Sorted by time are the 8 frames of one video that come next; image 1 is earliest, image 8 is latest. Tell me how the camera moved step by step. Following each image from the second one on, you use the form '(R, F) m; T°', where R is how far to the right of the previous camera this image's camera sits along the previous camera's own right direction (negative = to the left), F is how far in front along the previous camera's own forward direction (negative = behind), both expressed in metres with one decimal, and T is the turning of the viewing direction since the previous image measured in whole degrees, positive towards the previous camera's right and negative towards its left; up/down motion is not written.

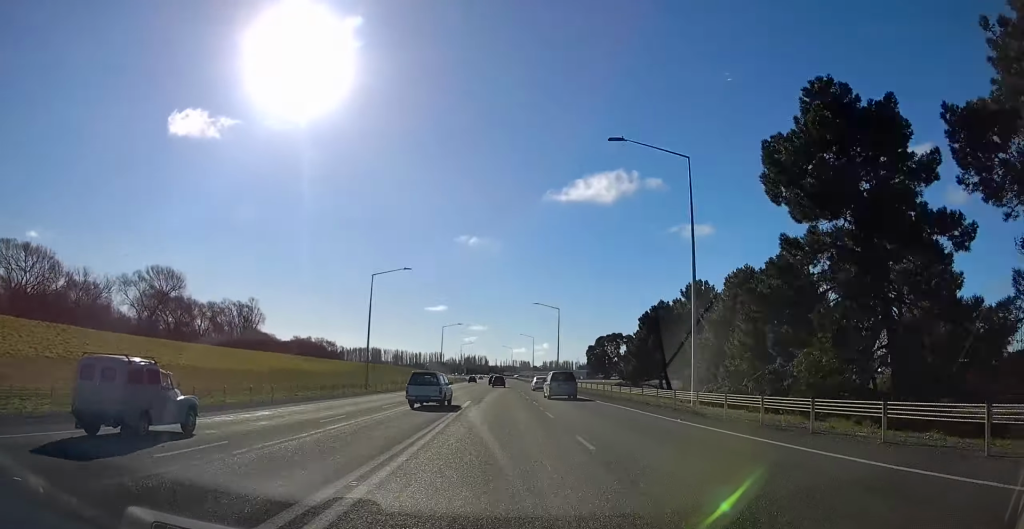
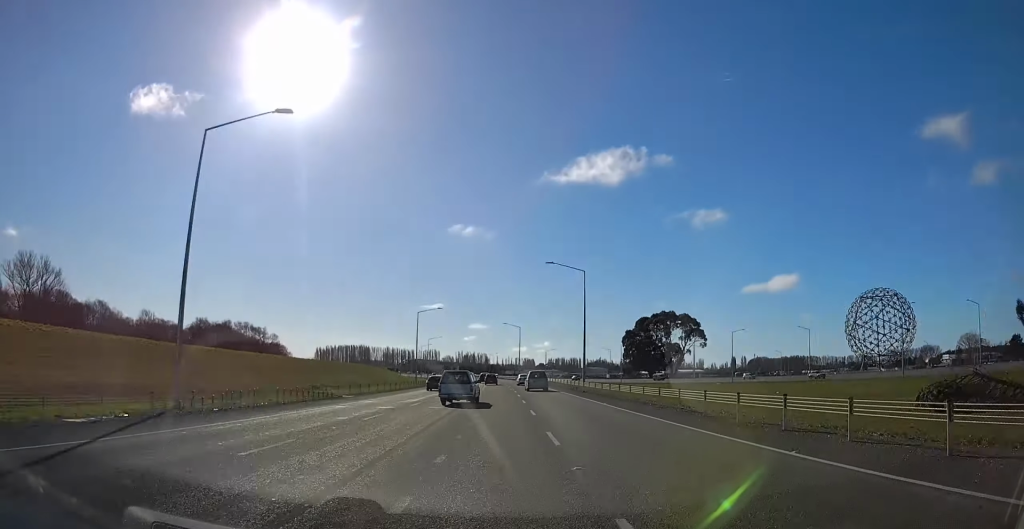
(+0.4, +110.1) m; -1°
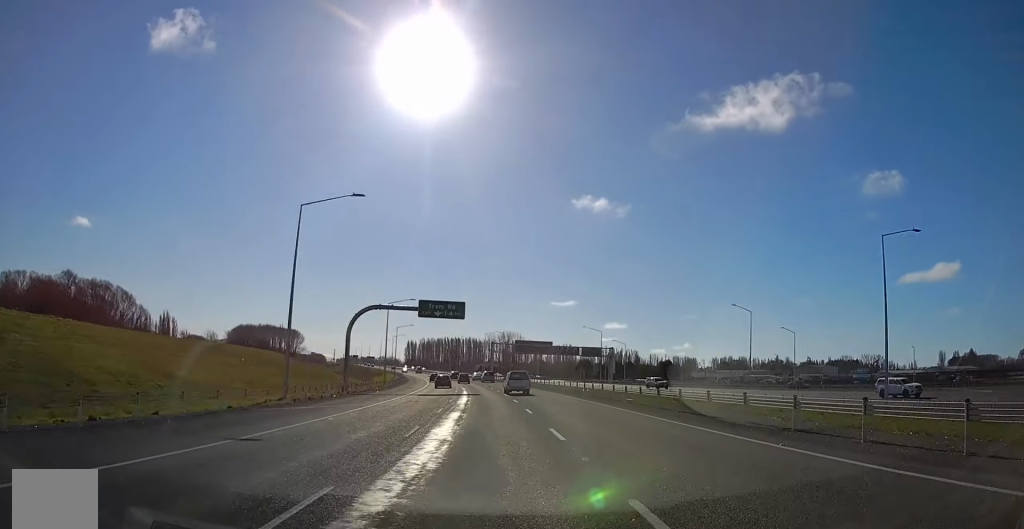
(-23.6, +258.4) m; -13°
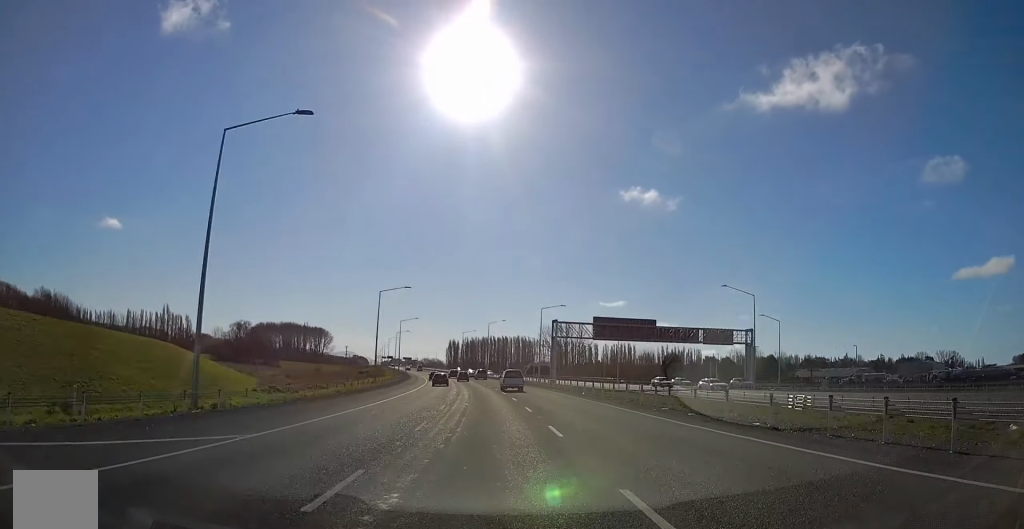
(-3.0, +69.2) m; -4°
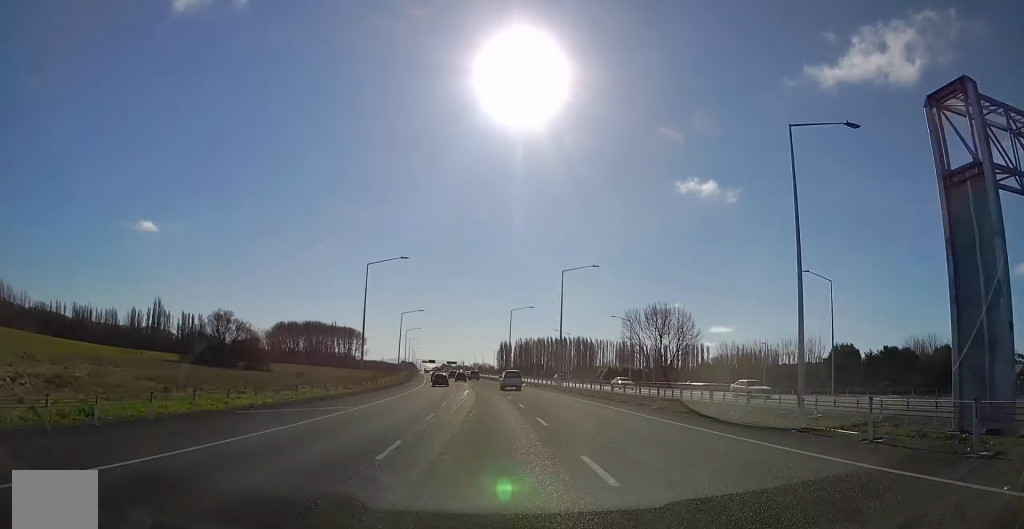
(-2.8, +76.7) m; -5°
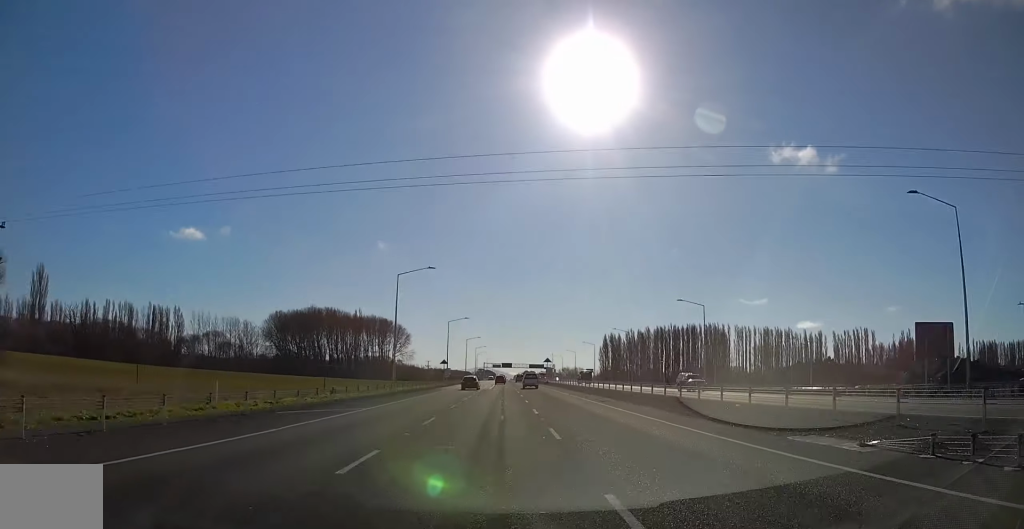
(-10.1, +163.8) m; -5°
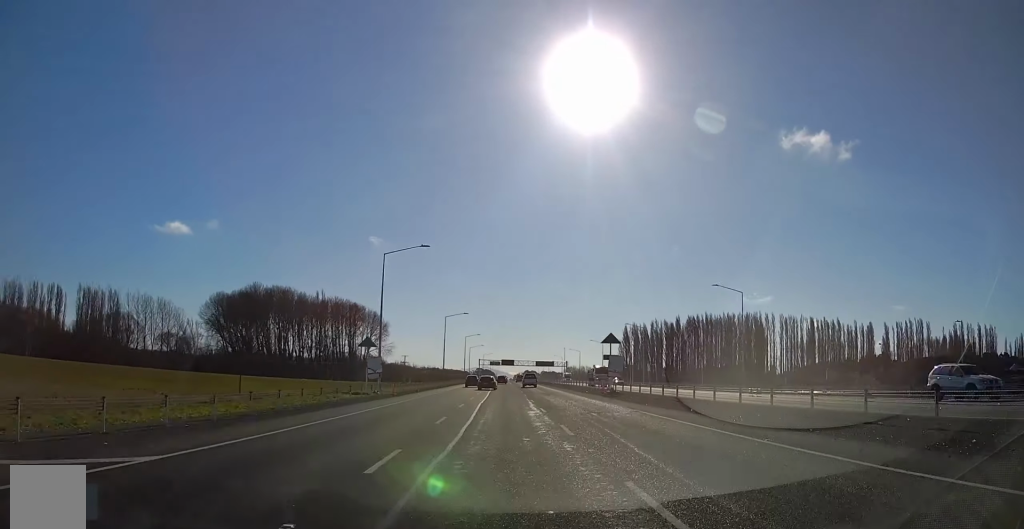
(-0.7, +69.3) m; 0°
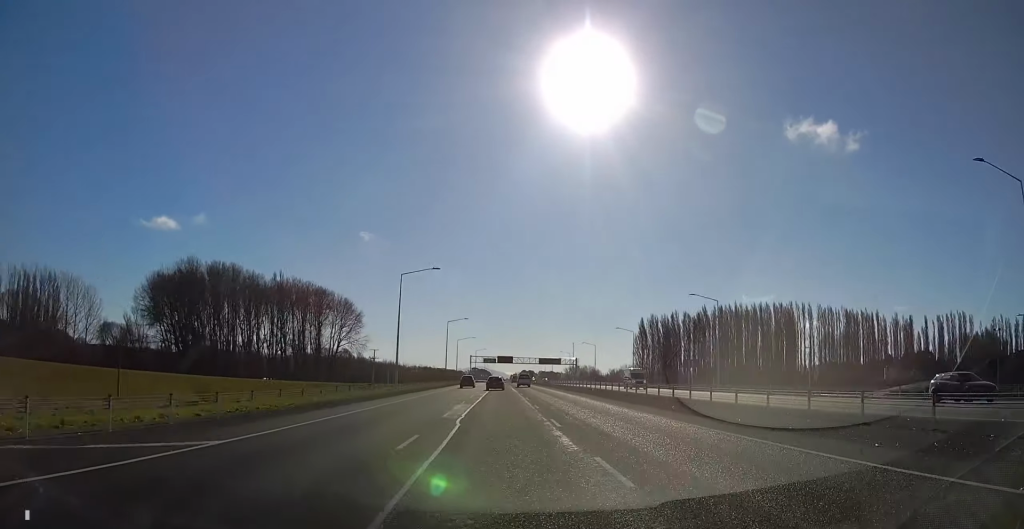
(-0.1, +47.6) m; 0°
